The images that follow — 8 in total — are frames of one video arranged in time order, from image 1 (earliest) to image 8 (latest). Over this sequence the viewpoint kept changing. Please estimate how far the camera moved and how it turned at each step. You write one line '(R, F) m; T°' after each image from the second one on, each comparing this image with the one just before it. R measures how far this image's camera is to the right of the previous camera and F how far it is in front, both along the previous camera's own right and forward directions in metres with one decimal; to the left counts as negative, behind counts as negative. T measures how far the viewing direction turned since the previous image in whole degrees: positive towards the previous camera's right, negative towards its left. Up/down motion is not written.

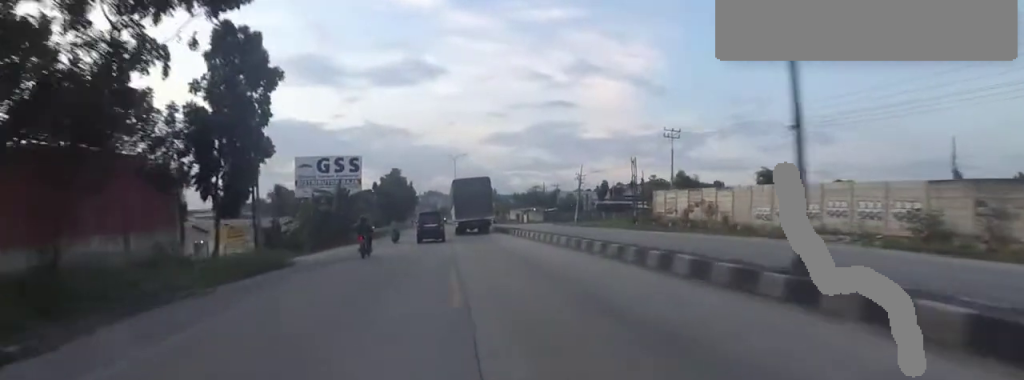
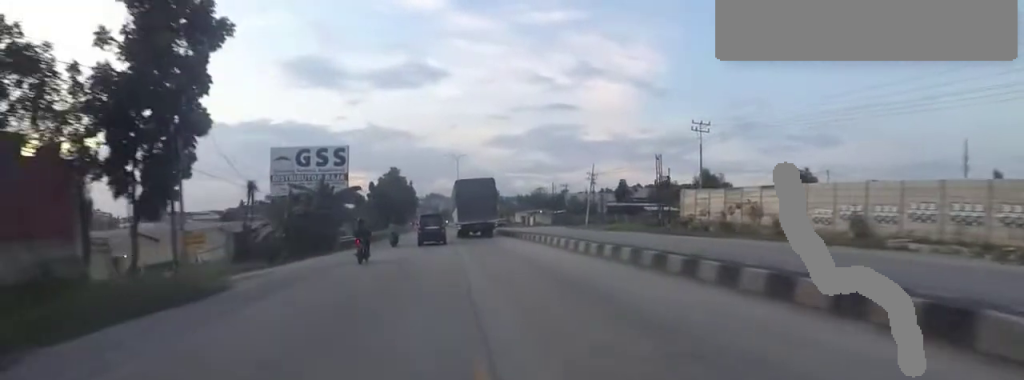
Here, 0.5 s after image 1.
(-0.4, +5.8) m; -3°
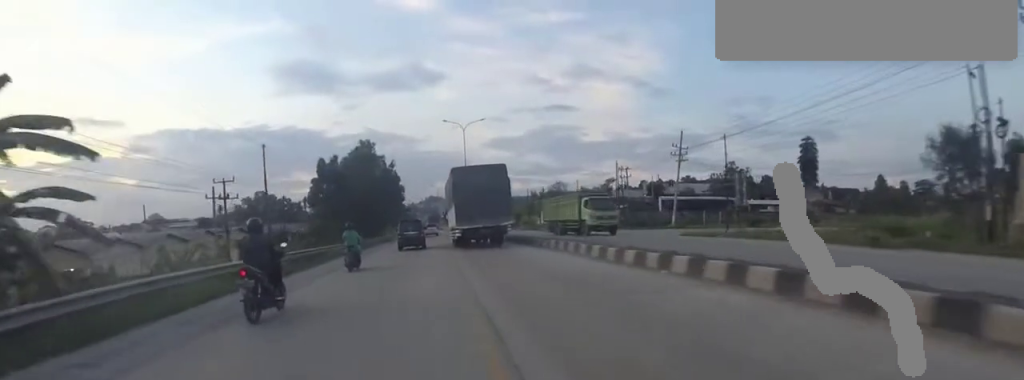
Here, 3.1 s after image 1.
(-0.7, +31.9) m; -2°
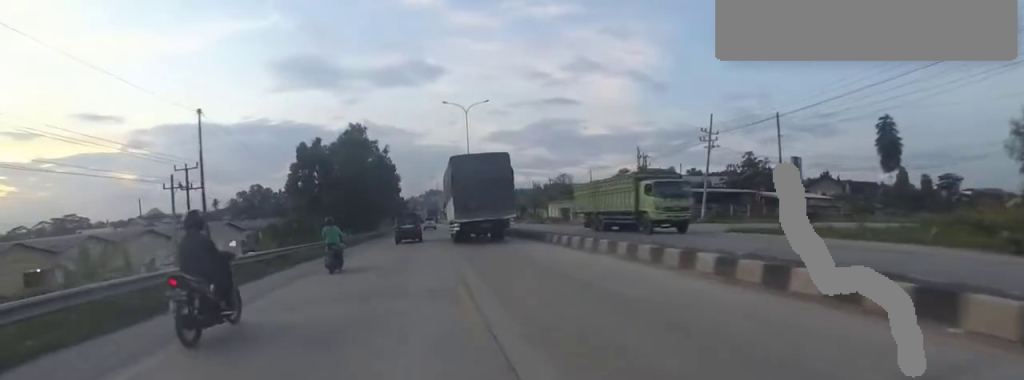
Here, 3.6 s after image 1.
(-0.2, +5.9) m; 0°
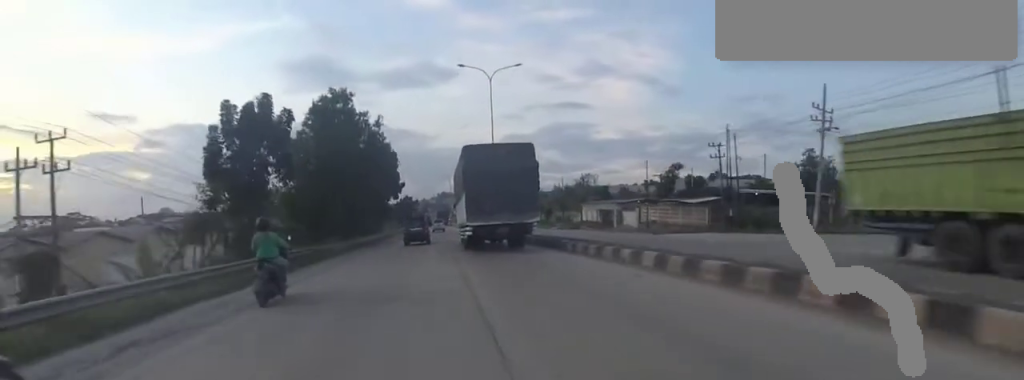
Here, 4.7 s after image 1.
(+0.4, +13.9) m; +2°
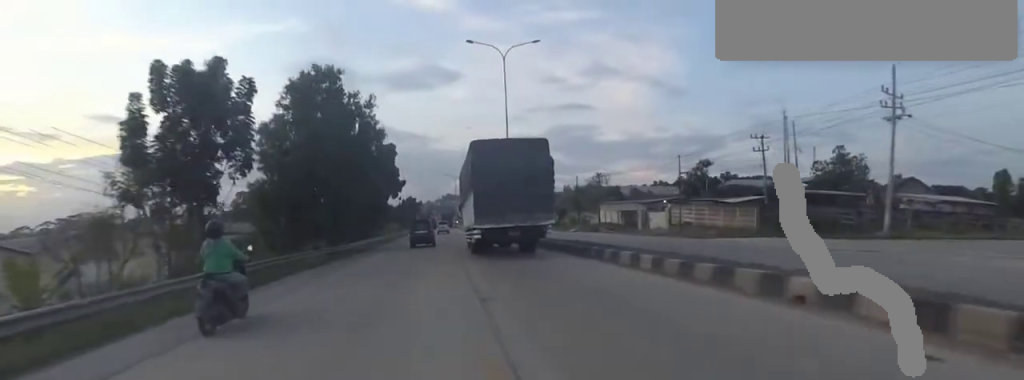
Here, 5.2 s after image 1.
(0.0, +6.1) m; 0°
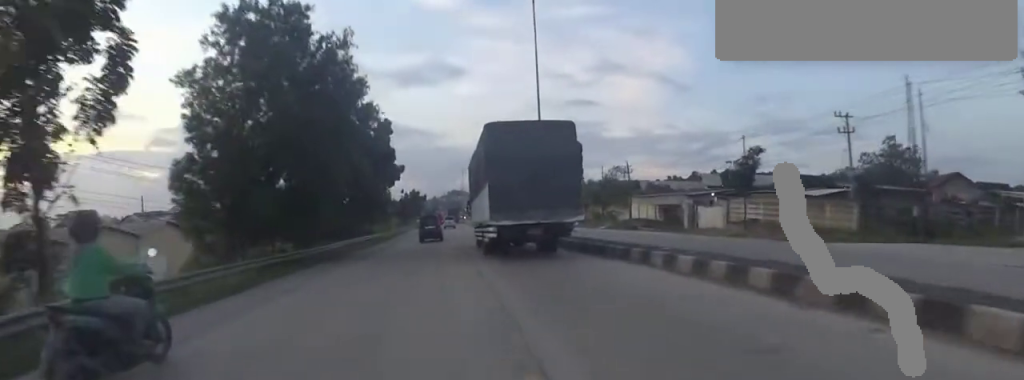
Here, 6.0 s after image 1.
(0.0, +9.1) m; 0°
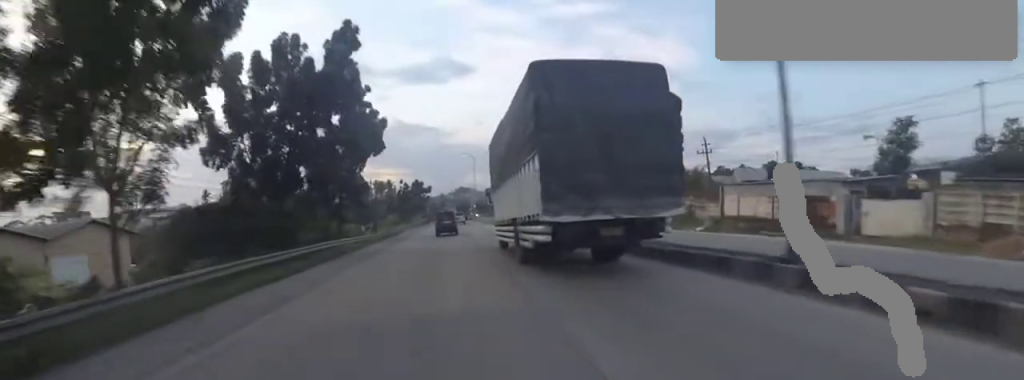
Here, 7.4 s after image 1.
(0.0, +17.8) m; 0°
